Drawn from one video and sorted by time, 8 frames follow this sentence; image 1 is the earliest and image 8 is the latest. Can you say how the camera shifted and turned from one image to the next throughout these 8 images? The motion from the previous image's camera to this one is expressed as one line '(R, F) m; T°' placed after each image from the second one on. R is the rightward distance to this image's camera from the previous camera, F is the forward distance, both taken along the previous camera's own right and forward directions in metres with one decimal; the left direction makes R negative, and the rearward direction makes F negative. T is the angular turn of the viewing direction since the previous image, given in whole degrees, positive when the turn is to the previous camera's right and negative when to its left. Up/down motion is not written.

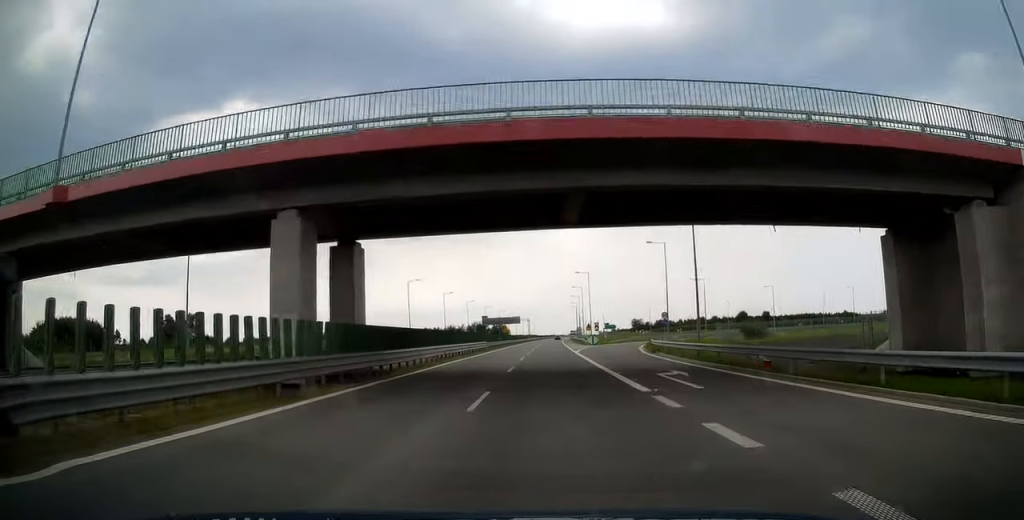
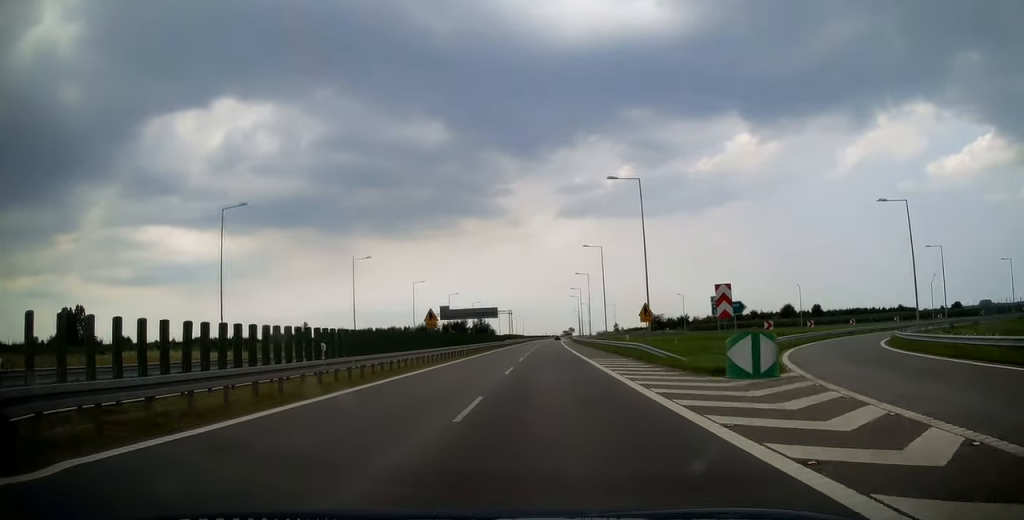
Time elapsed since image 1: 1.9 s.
(0.0, +60.6) m; +1°
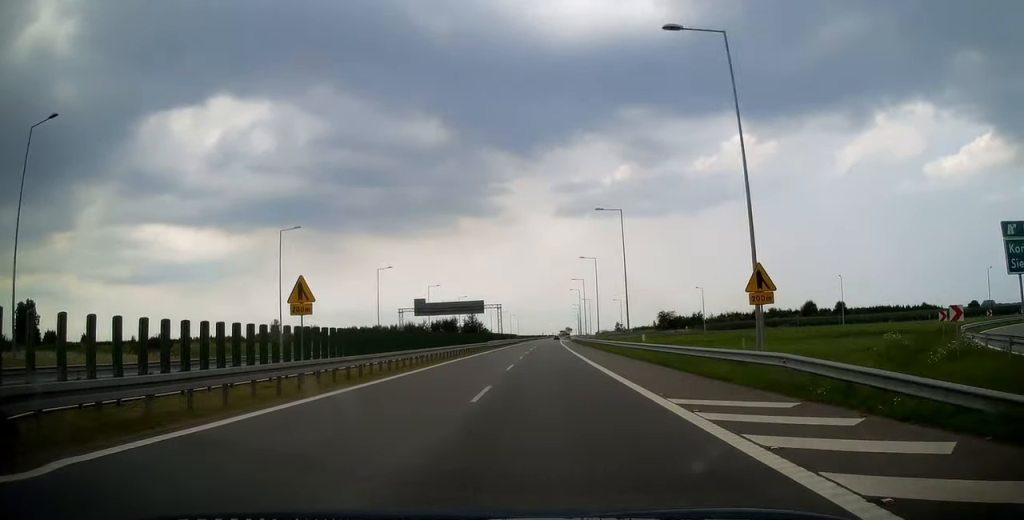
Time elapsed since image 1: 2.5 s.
(+0.2, +21.1) m; 0°
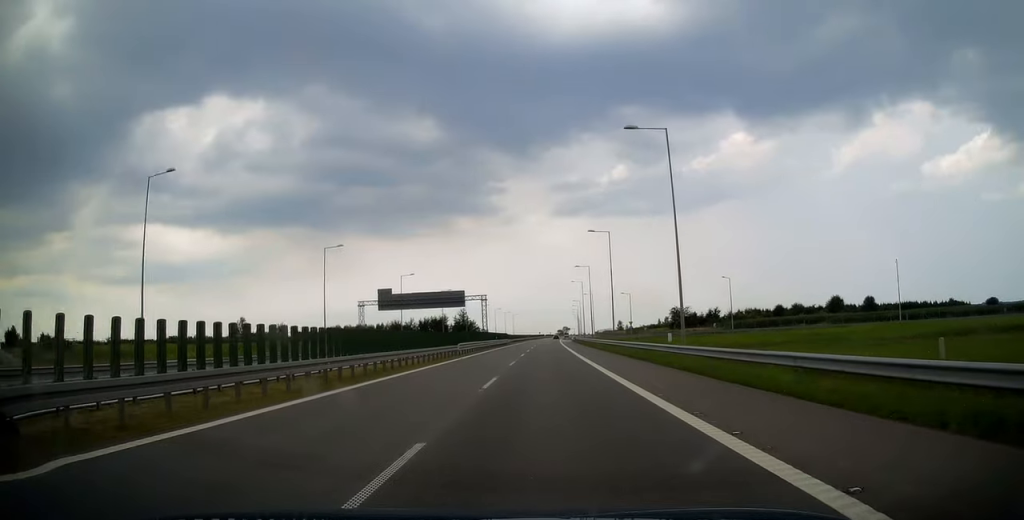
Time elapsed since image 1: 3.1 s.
(+0.3, +20.5) m; 0°
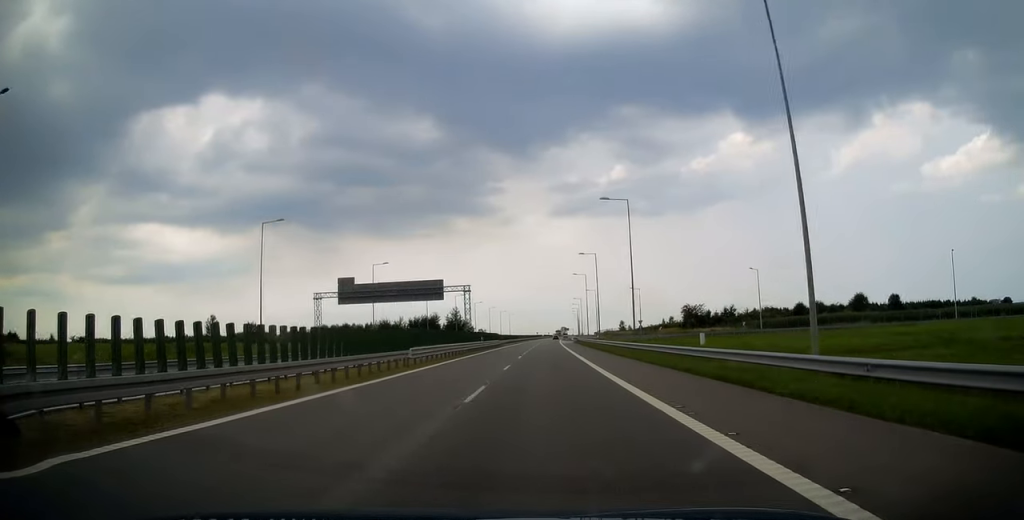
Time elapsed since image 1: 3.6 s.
(-0.2, +15.2) m; 0°
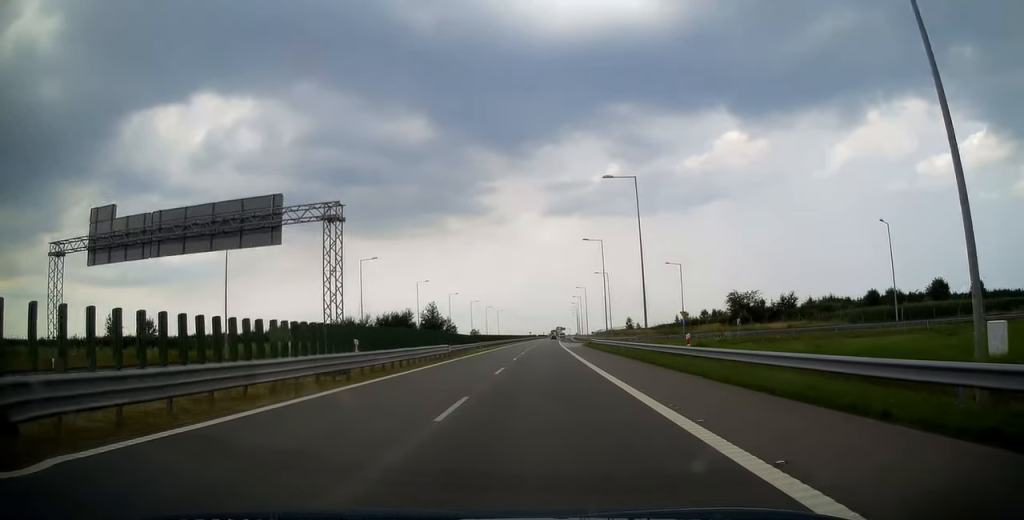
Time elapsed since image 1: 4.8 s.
(+0.1, +38.4) m; +1°
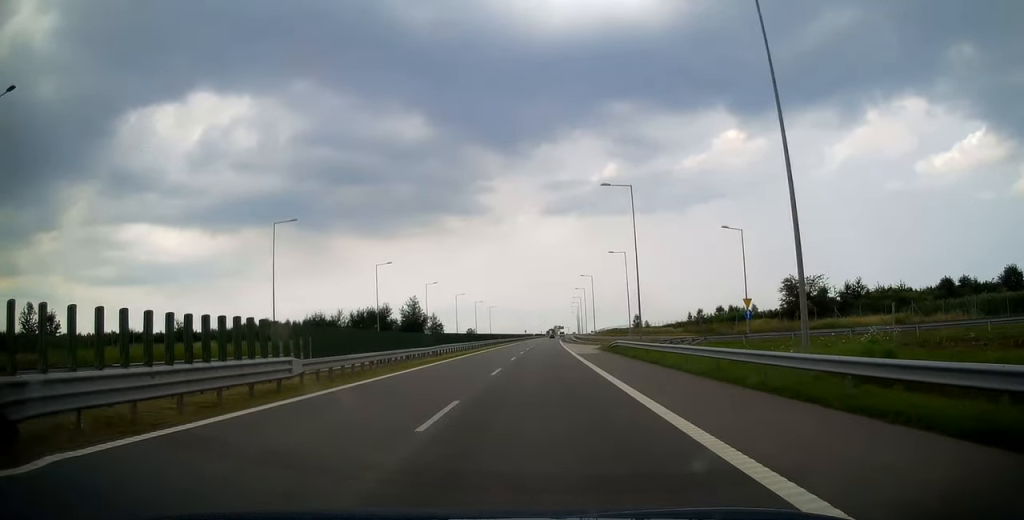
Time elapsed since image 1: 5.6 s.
(+0.1, +24.9) m; 0°
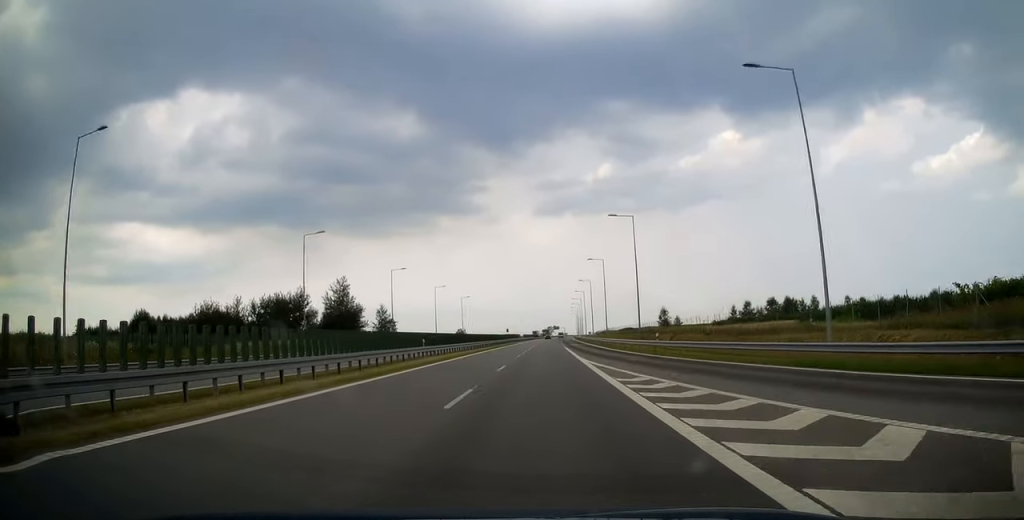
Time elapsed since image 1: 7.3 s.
(+0.2, +56.9) m; +1°
